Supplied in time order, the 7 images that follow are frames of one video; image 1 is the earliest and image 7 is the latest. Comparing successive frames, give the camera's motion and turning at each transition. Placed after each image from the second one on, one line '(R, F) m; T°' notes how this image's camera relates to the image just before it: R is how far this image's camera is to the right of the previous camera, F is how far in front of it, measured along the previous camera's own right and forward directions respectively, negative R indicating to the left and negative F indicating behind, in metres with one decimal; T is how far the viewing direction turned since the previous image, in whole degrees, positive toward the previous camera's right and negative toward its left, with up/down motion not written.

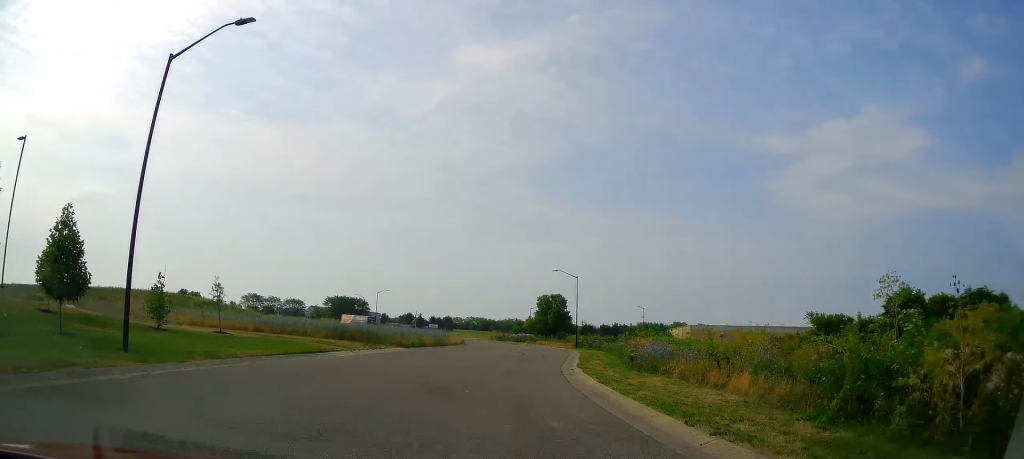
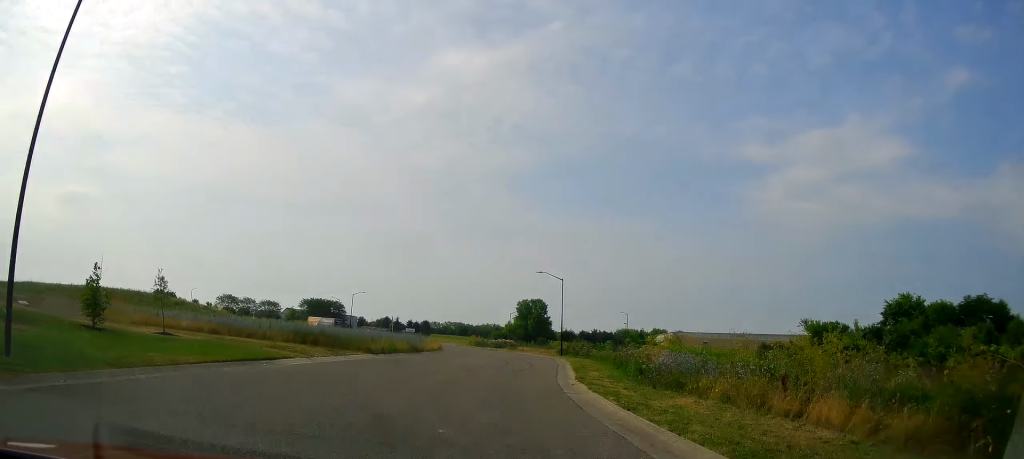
(0.0, +4.5) m; +1°
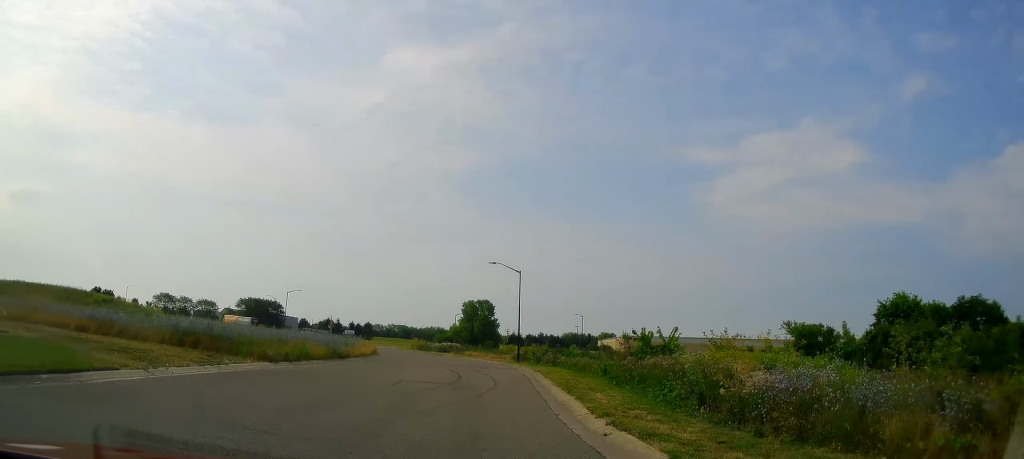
(+0.2, +9.9) m; 0°
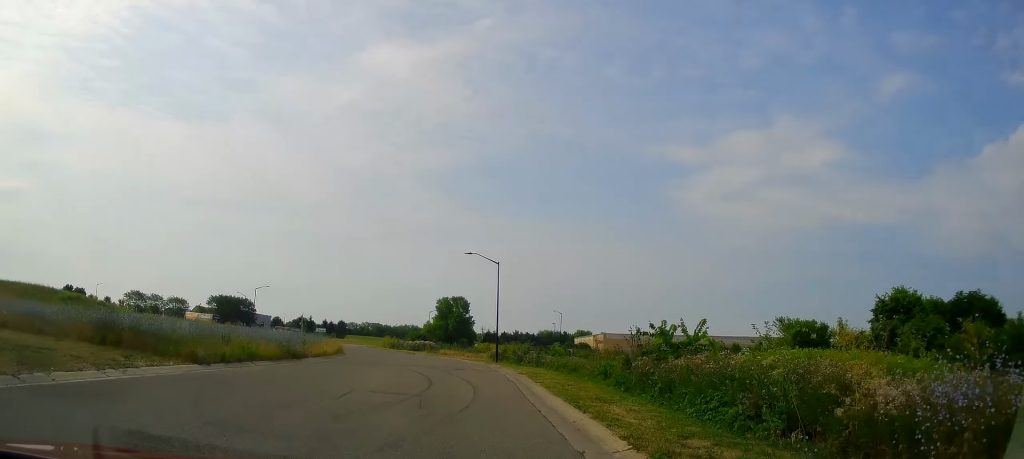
(-0.2, +4.5) m; +1°
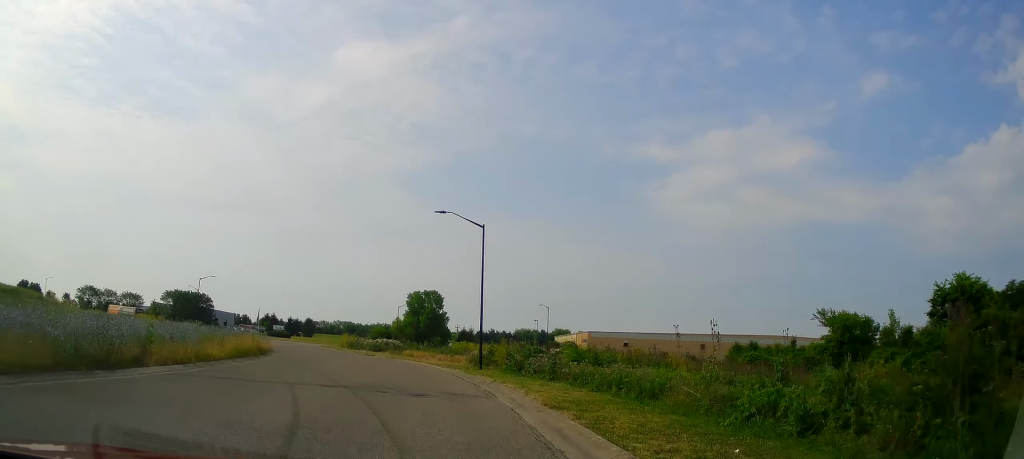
(+1.2, +14.6) m; +11°
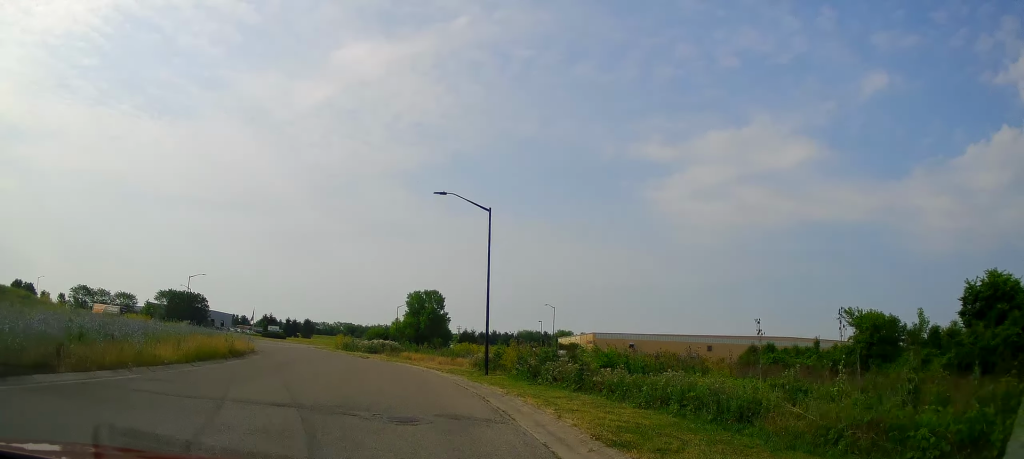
(+0.4, +4.6) m; 0°
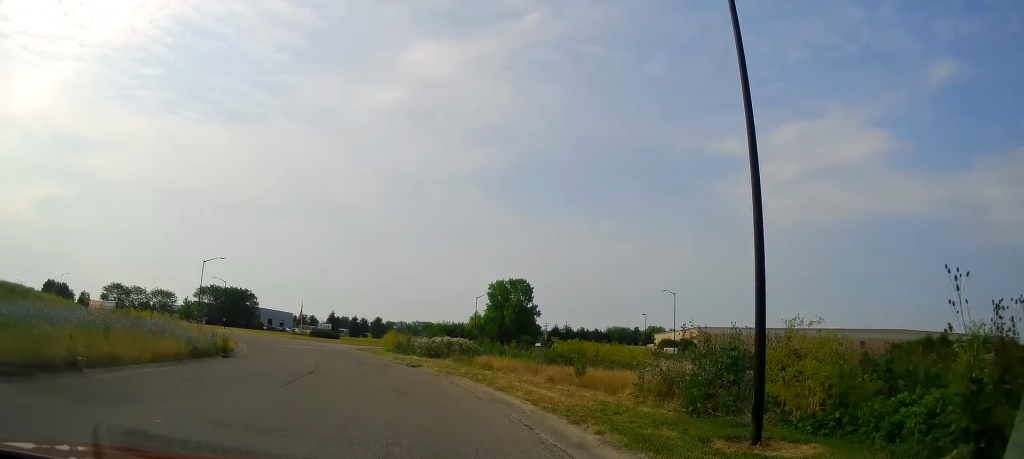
(-0.6, +21.1) m; -4°
